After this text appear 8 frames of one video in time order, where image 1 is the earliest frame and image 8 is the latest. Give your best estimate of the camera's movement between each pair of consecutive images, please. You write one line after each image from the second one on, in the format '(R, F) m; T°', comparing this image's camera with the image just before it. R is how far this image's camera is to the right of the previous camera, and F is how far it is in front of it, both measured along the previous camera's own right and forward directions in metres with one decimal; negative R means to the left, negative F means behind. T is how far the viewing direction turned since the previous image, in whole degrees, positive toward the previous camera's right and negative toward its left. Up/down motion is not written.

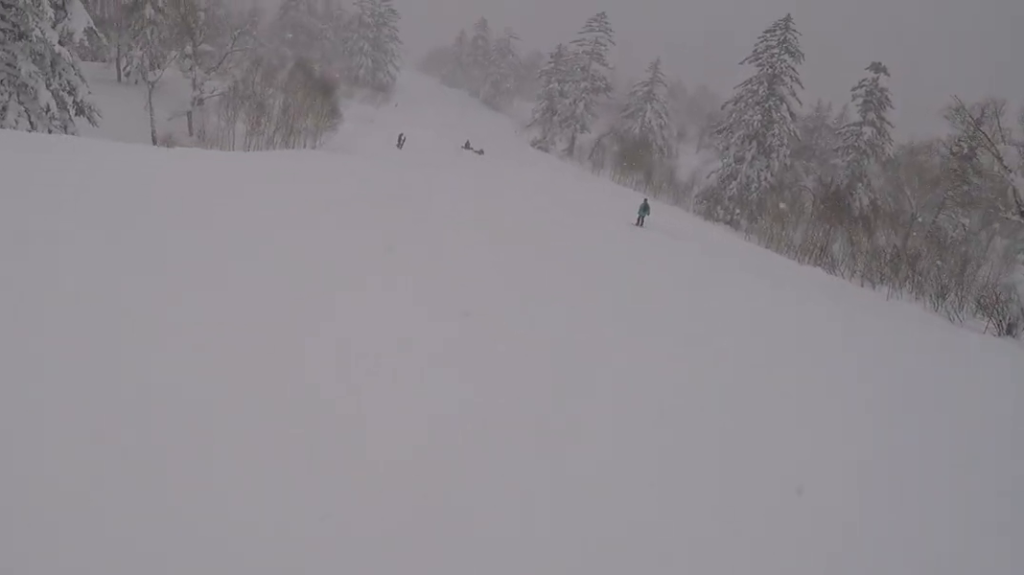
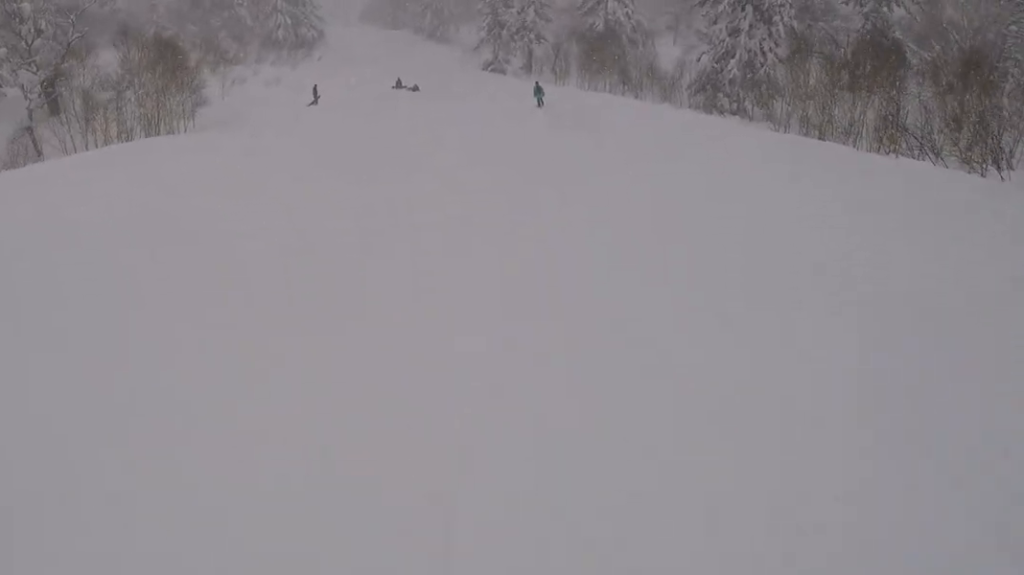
(-1.2, +15.0) m; -7°
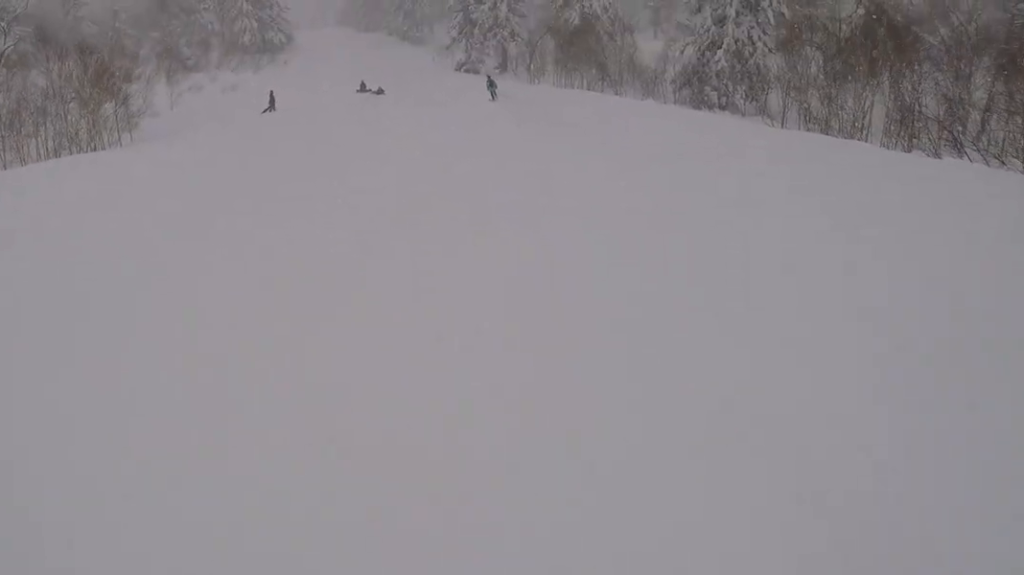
(+0.3, +4.9) m; -4°
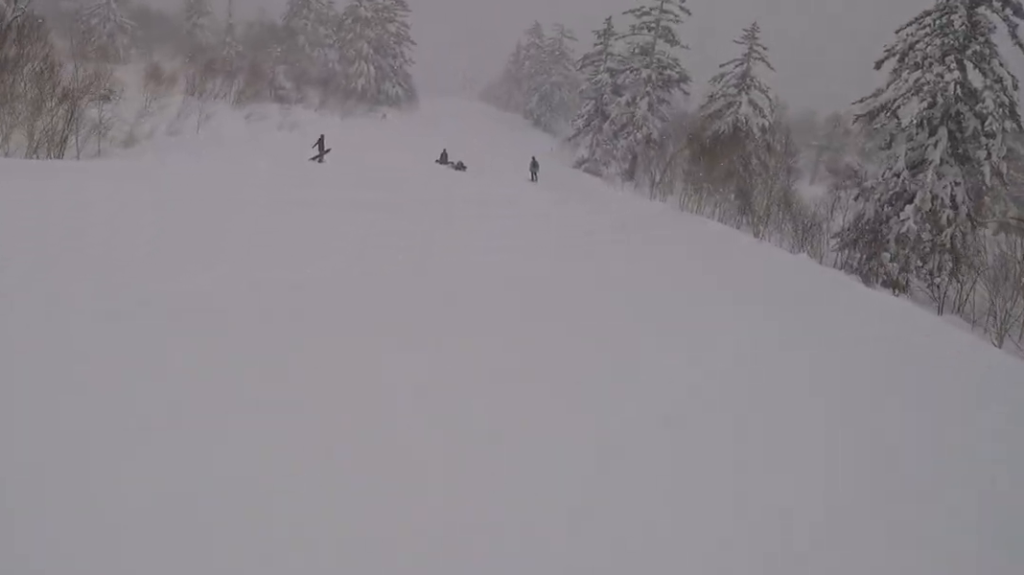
(-1.7, +13.7) m; -13°
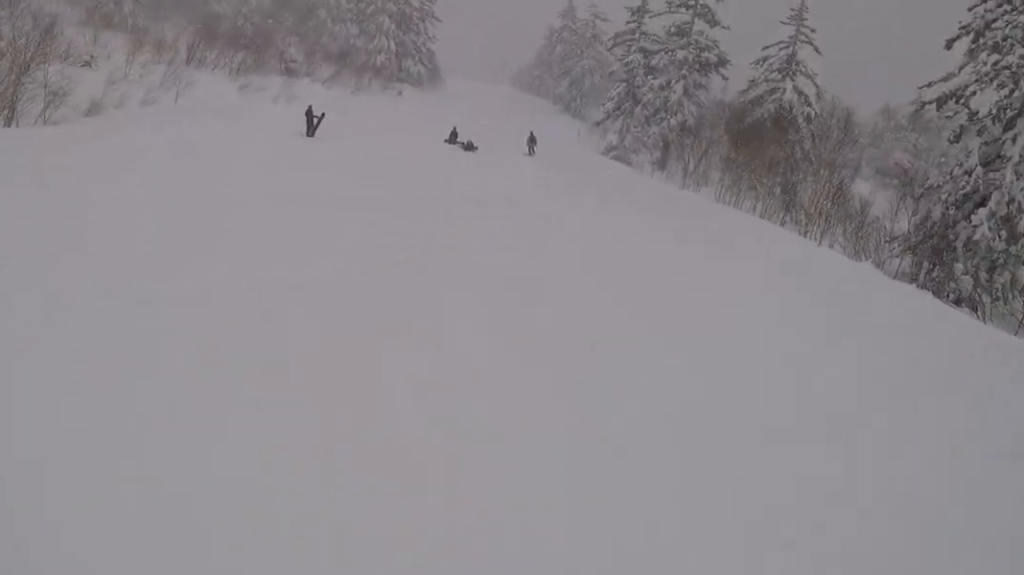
(-0.3, +5.1) m; -2°
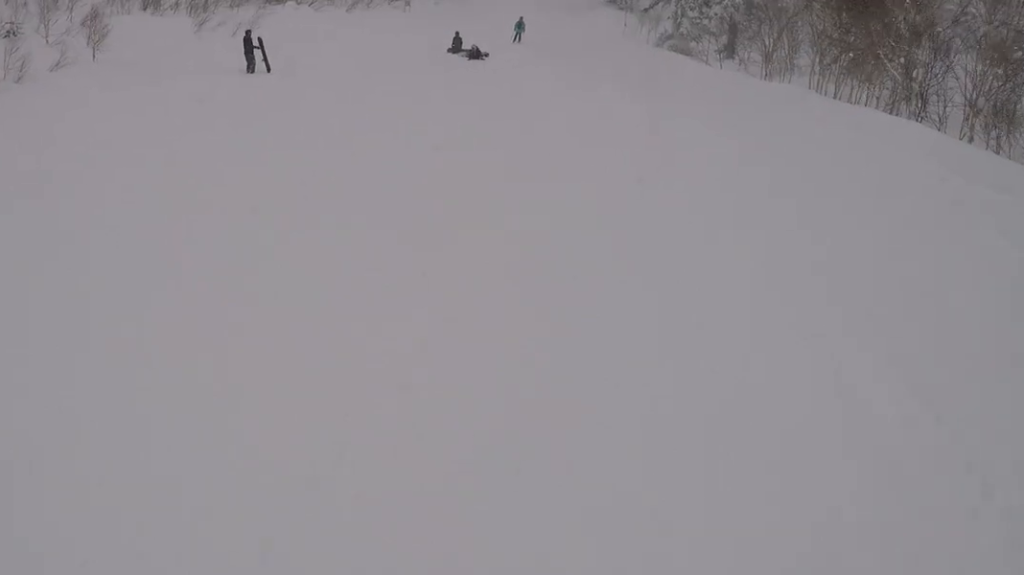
(-0.3, +9.2) m; -1°
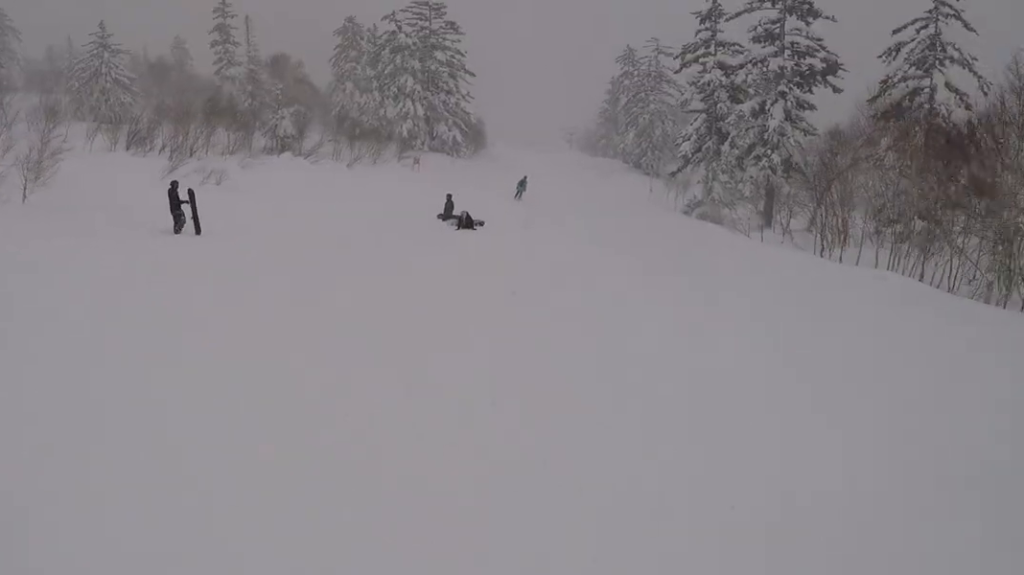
(-0.1, +6.6) m; +2°
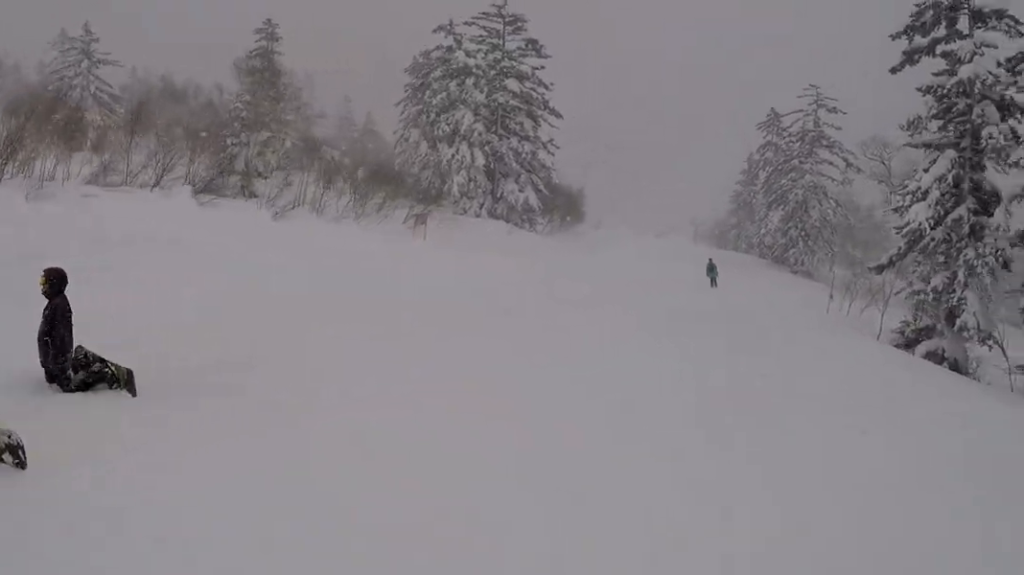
(-0.9, +22.8) m; -9°
